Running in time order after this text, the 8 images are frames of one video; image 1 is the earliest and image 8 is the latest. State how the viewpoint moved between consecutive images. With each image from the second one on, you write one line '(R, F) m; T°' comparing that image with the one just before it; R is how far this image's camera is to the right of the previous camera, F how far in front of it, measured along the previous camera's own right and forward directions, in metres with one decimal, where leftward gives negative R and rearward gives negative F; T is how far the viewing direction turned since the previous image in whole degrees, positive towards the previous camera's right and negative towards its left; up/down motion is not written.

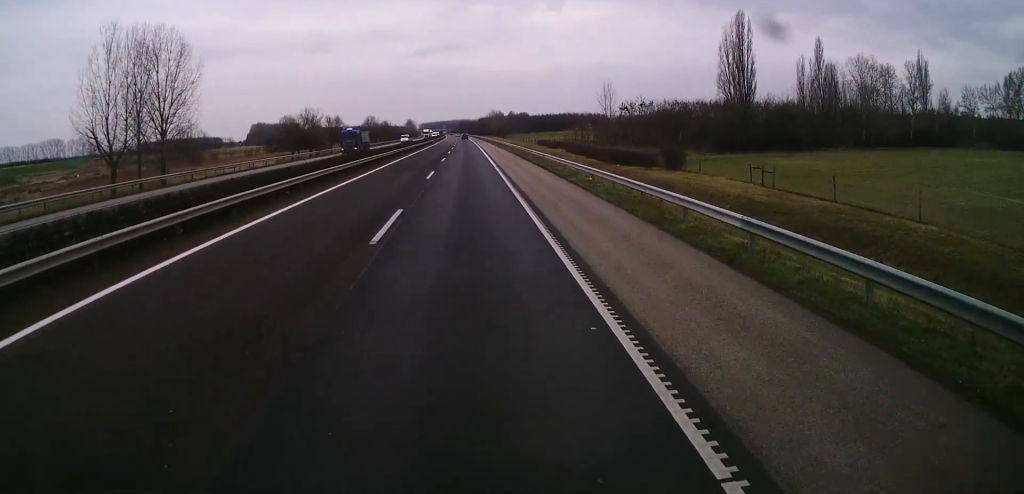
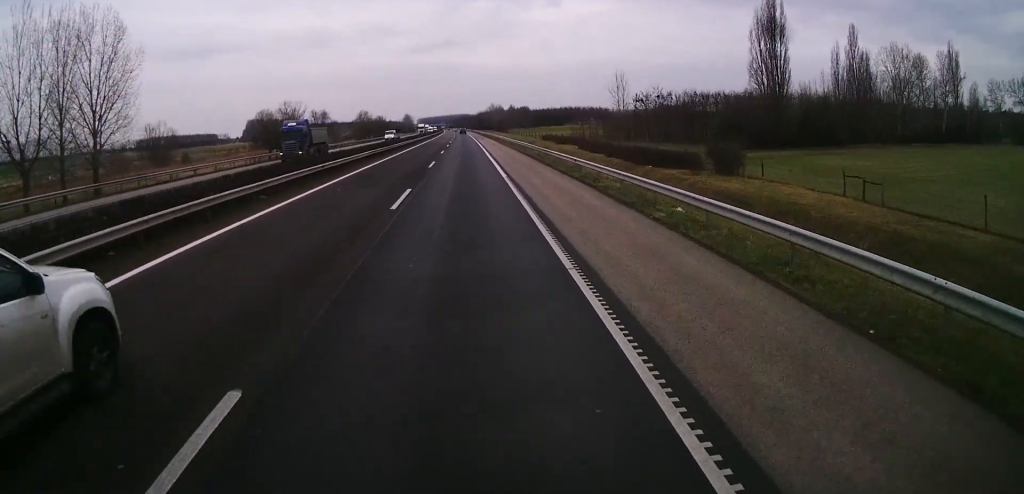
(-0.1, +13.8) m; 0°
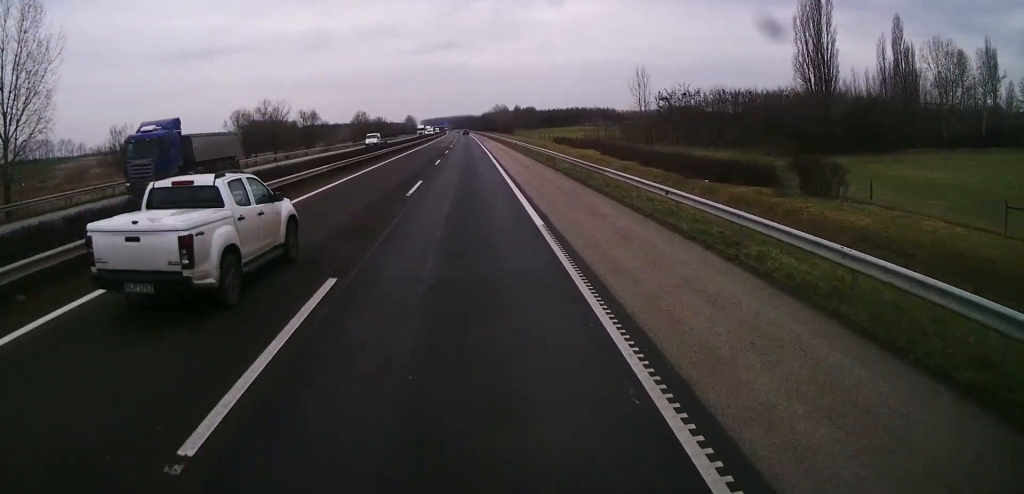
(-0.1, +13.8) m; 0°
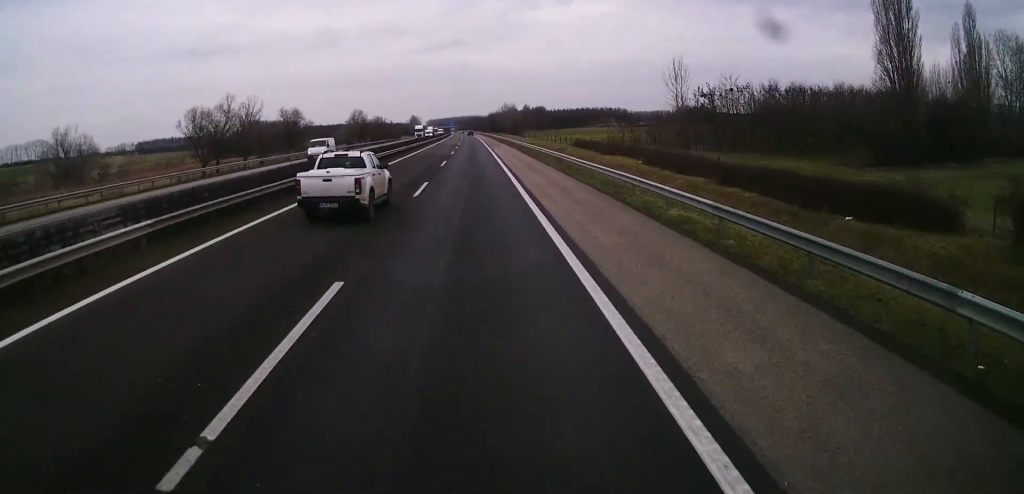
(0.0, +18.5) m; 0°
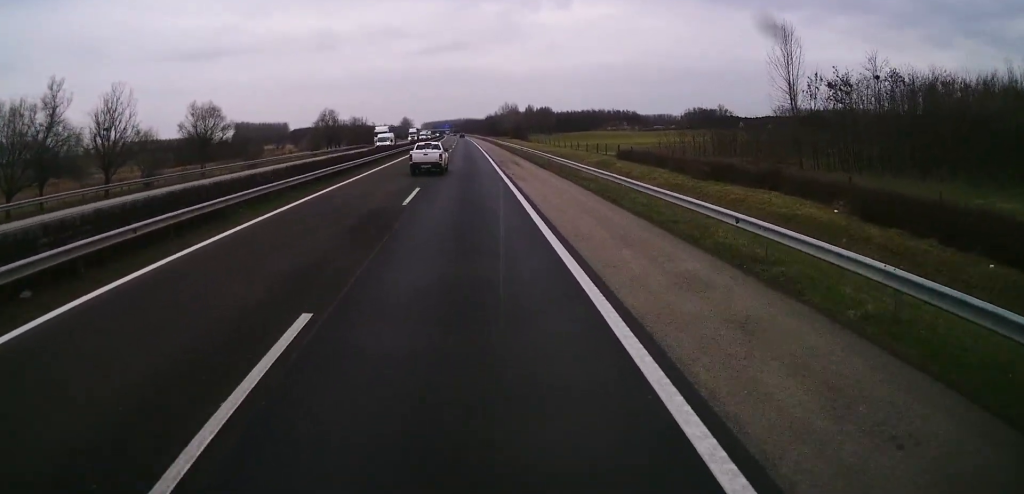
(+0.2, +38.7) m; 0°
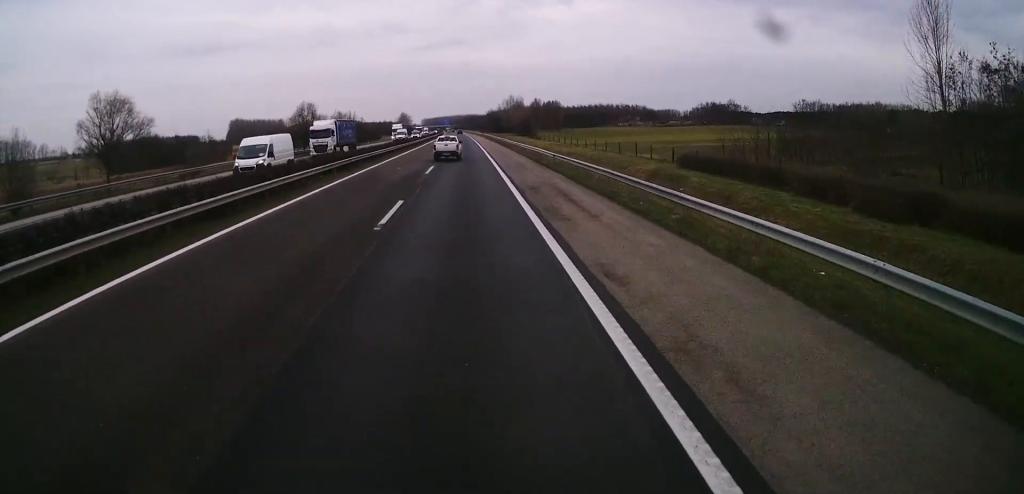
(-0.1, +23.9) m; 0°
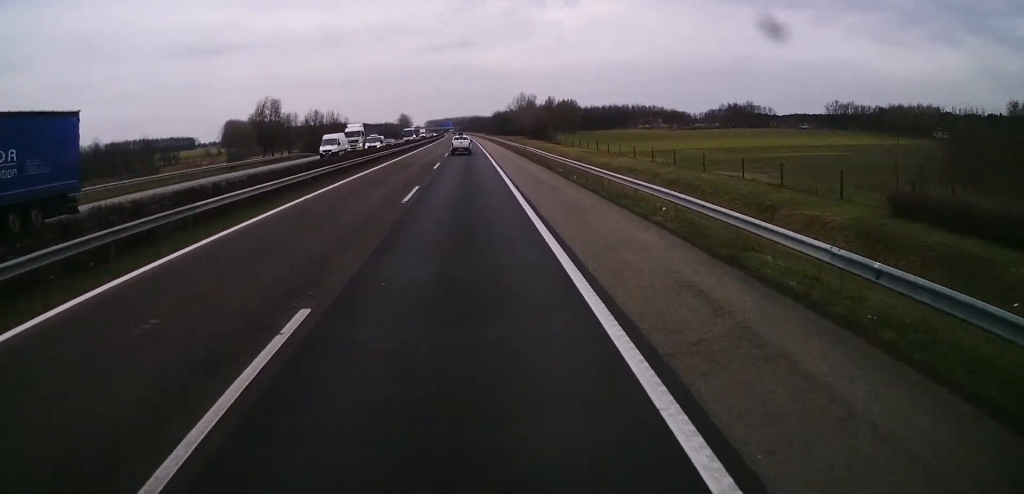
(0.0, +30.8) m; 0°
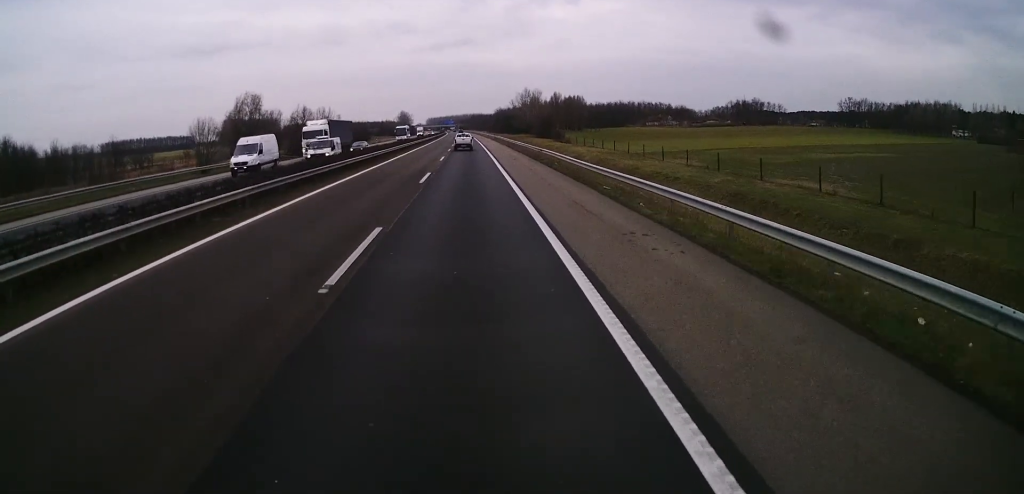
(0.0, +11.5) m; 0°
